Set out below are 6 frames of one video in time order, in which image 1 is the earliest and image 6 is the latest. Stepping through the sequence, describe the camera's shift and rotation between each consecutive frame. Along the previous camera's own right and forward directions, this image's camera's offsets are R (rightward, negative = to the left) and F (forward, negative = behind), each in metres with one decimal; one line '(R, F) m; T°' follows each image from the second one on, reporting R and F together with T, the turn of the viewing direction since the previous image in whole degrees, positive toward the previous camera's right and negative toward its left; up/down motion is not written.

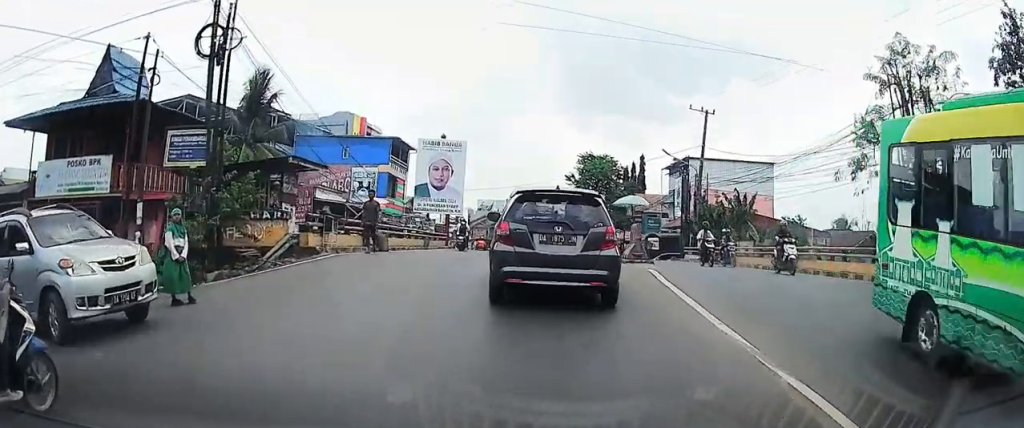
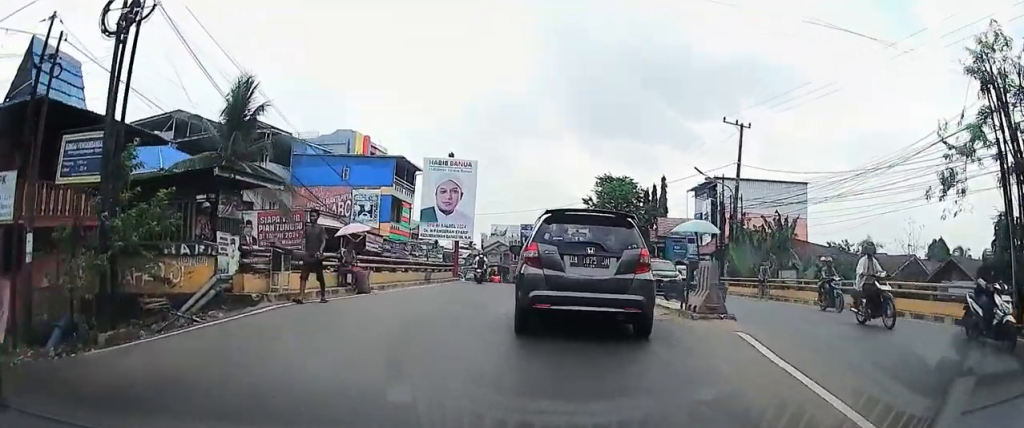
(0.0, +7.7) m; 0°
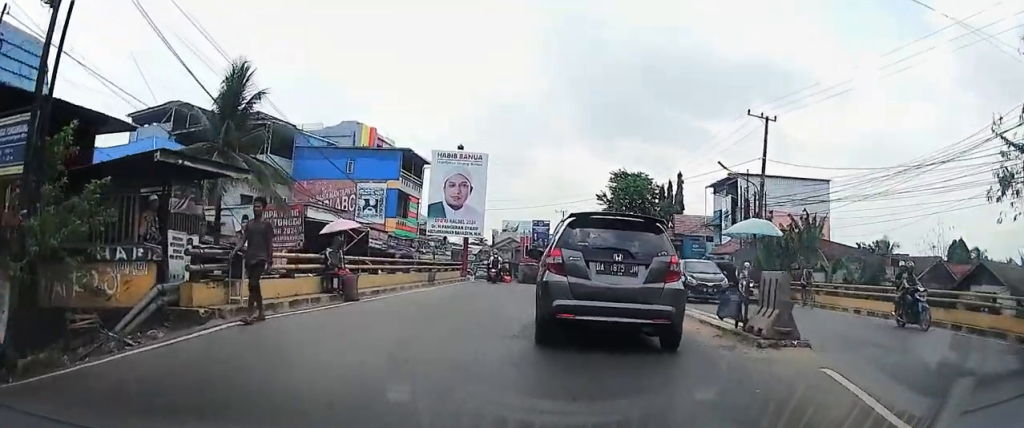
(0.0, +3.2) m; 0°
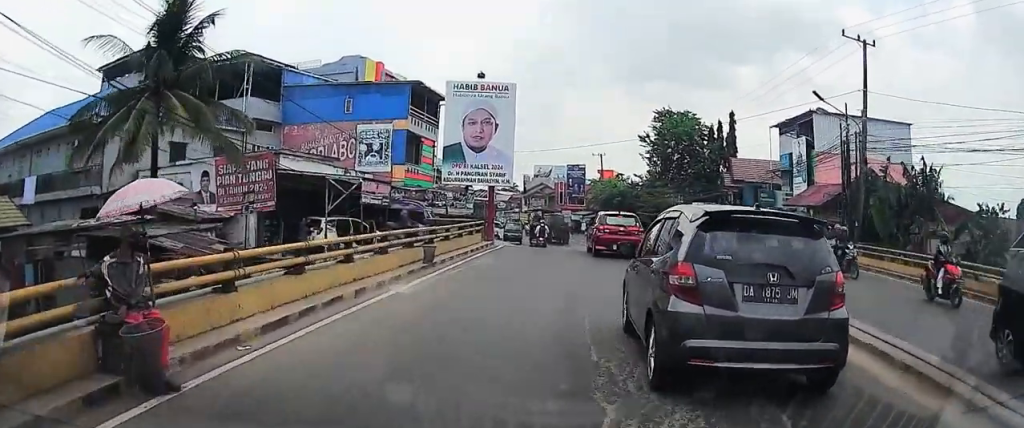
(0.0, +8.0) m; 0°
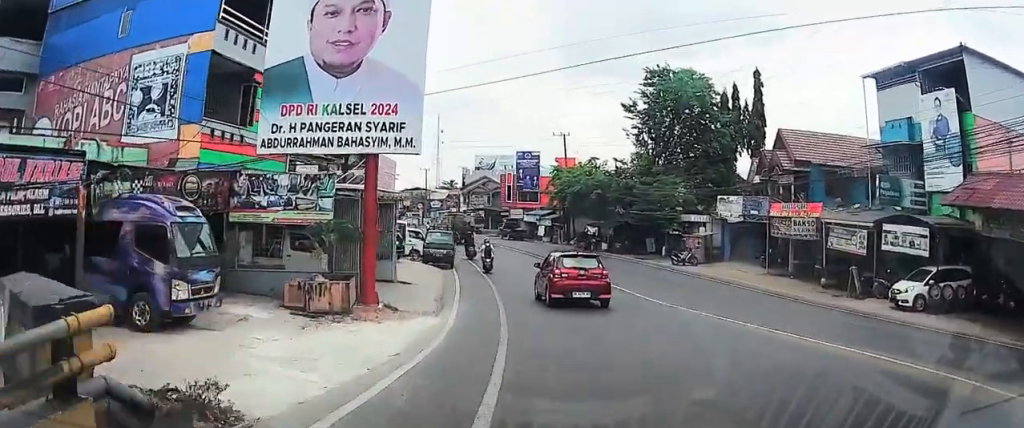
(0.0, +14.7) m; +1°
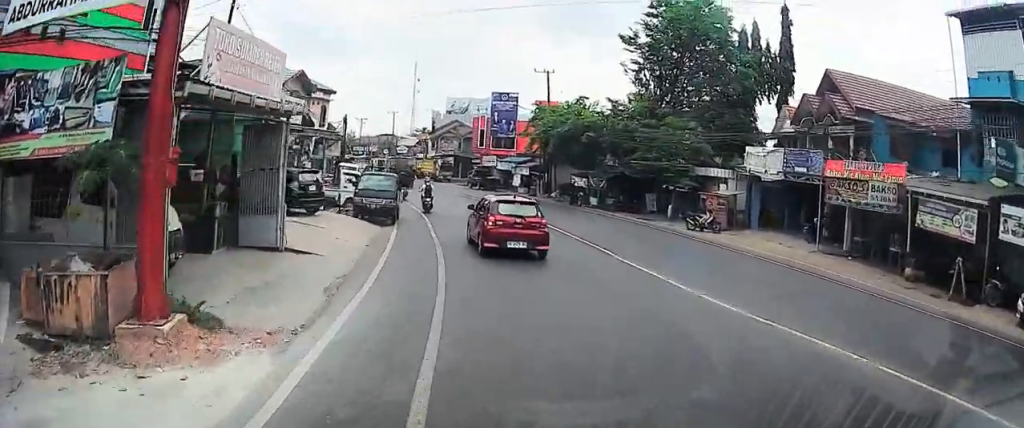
(+0.1, +8.0) m; +3°
